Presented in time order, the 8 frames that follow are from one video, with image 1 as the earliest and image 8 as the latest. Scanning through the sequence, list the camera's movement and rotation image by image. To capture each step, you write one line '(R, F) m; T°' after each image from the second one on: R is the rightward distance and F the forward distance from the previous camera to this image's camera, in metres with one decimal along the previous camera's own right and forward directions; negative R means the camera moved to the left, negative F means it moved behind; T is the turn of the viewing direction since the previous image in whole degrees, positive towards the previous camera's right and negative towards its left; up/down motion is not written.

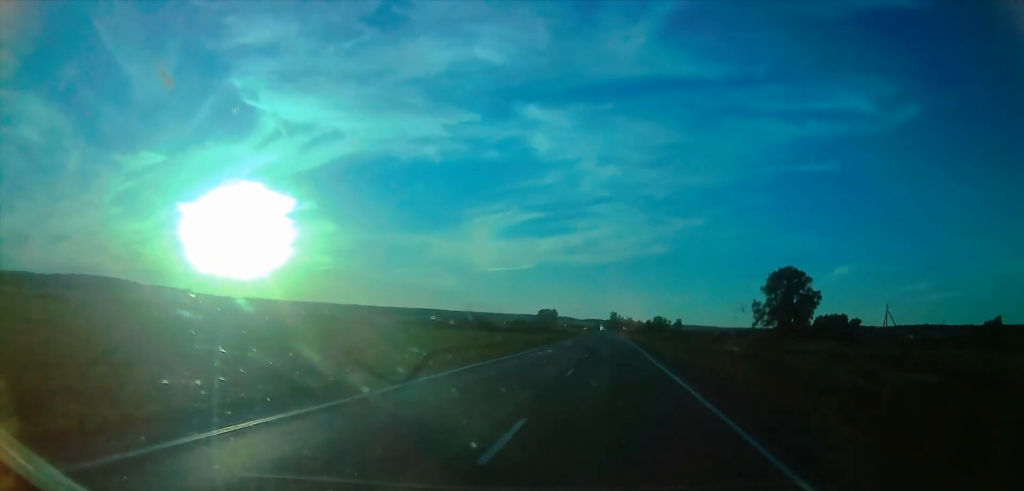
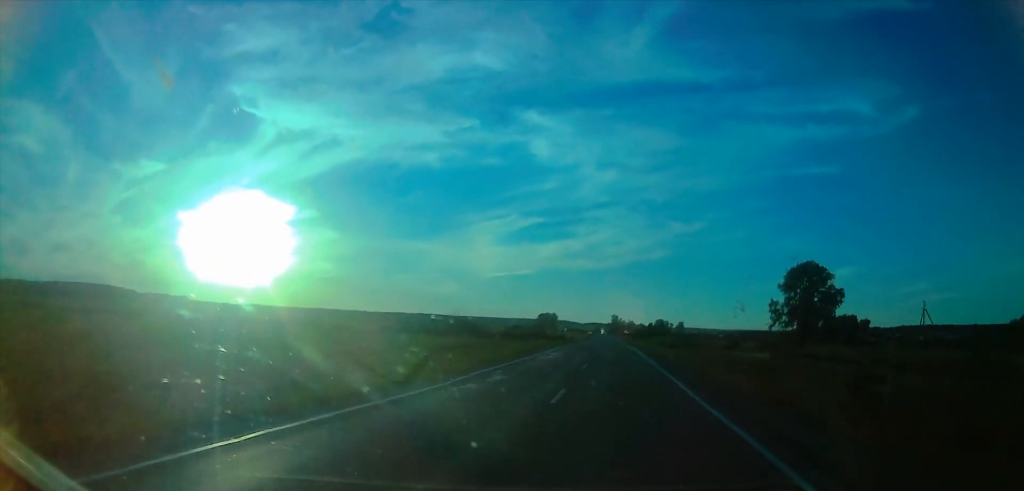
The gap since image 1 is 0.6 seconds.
(0.0, +16.9) m; 0°
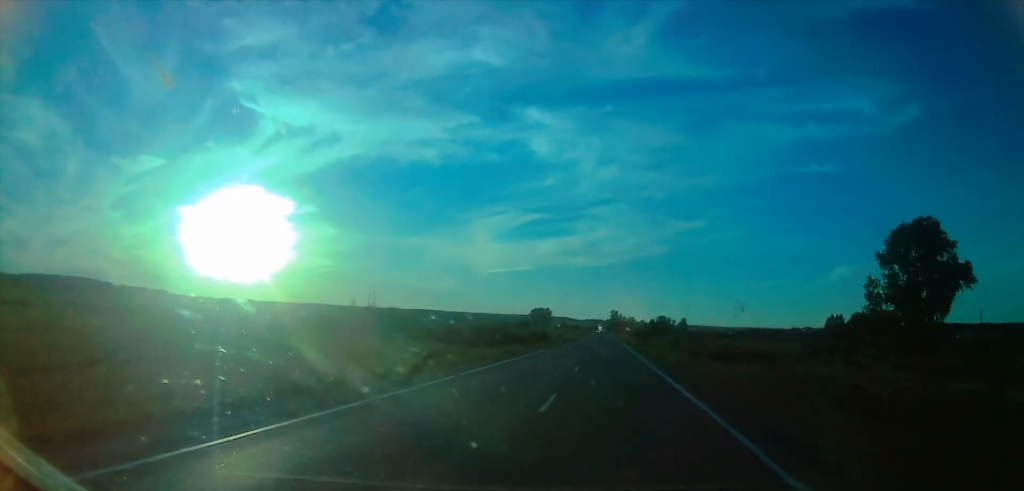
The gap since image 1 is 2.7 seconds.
(+0.1, +60.1) m; 0°
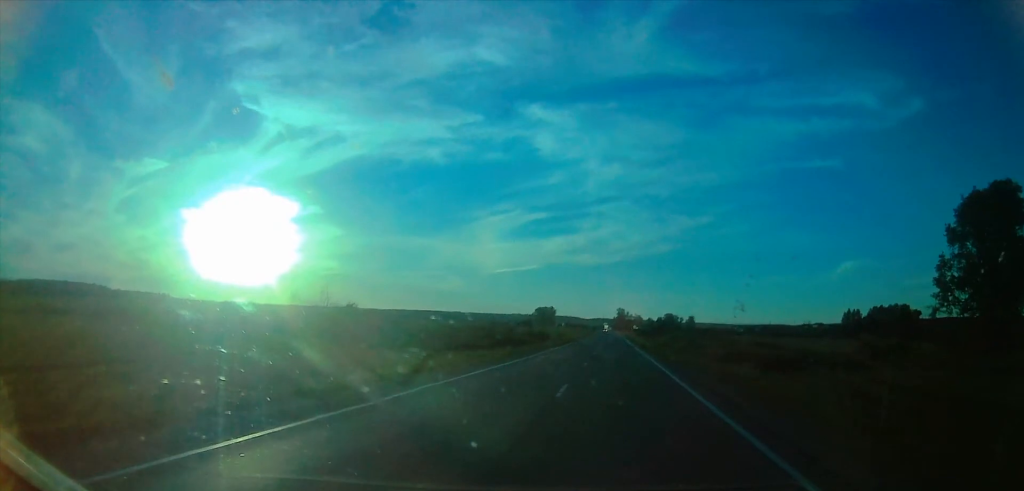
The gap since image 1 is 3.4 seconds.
(-0.1, +21.9) m; 0°
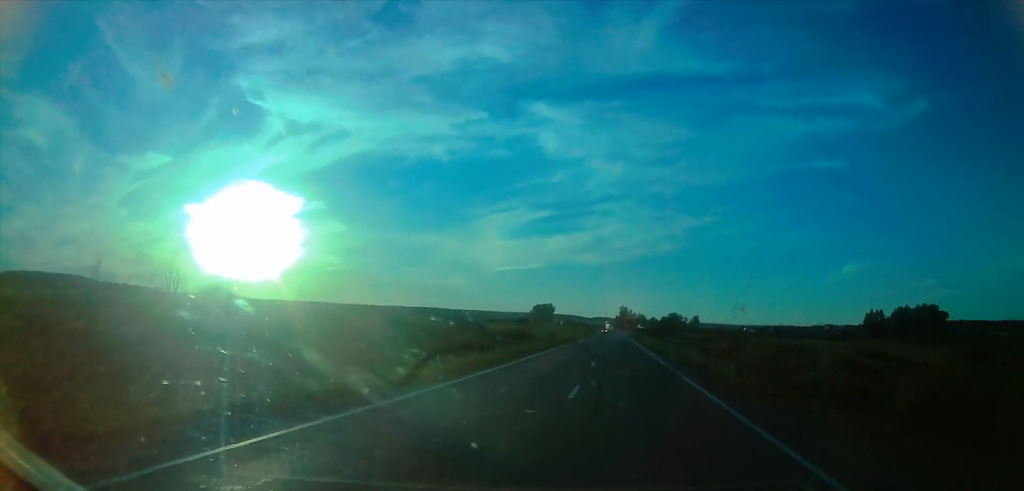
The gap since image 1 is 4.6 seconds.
(-0.3, +36.3) m; -1°
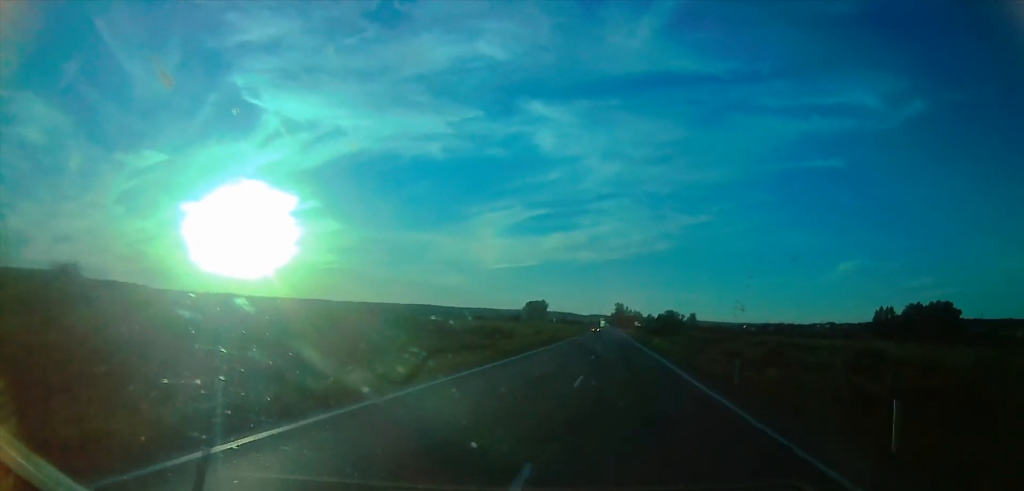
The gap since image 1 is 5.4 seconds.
(-0.4, +22.5) m; 0°
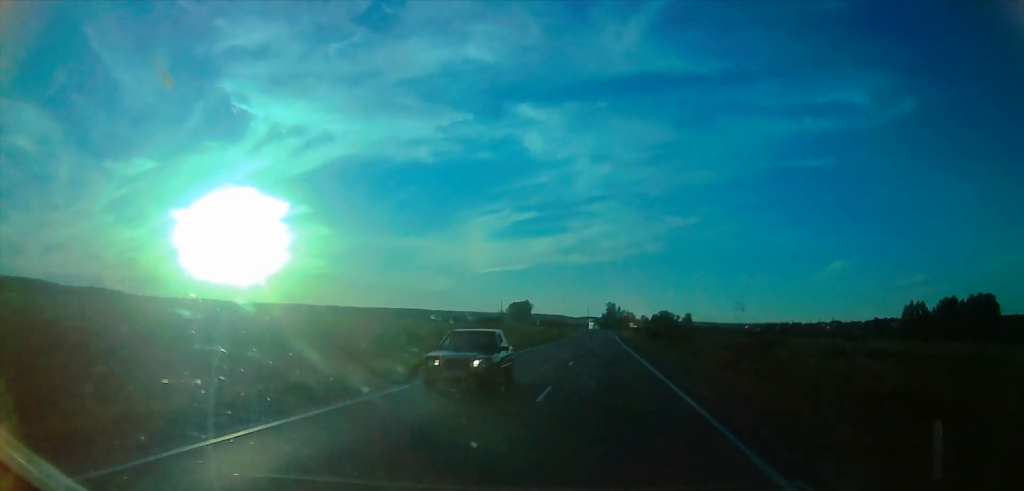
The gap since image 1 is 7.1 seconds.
(+1.0, +55.0) m; +1°
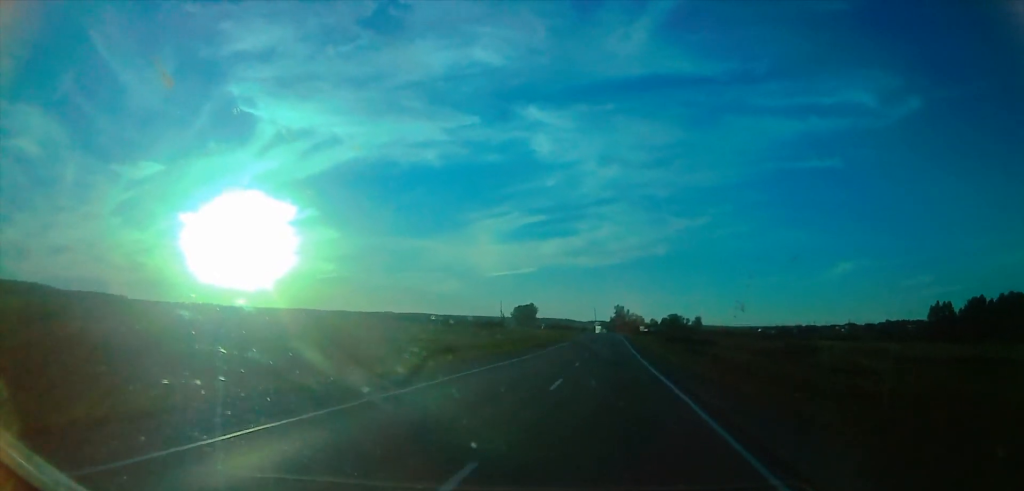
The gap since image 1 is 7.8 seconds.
(0.0, +20.8) m; -1°
